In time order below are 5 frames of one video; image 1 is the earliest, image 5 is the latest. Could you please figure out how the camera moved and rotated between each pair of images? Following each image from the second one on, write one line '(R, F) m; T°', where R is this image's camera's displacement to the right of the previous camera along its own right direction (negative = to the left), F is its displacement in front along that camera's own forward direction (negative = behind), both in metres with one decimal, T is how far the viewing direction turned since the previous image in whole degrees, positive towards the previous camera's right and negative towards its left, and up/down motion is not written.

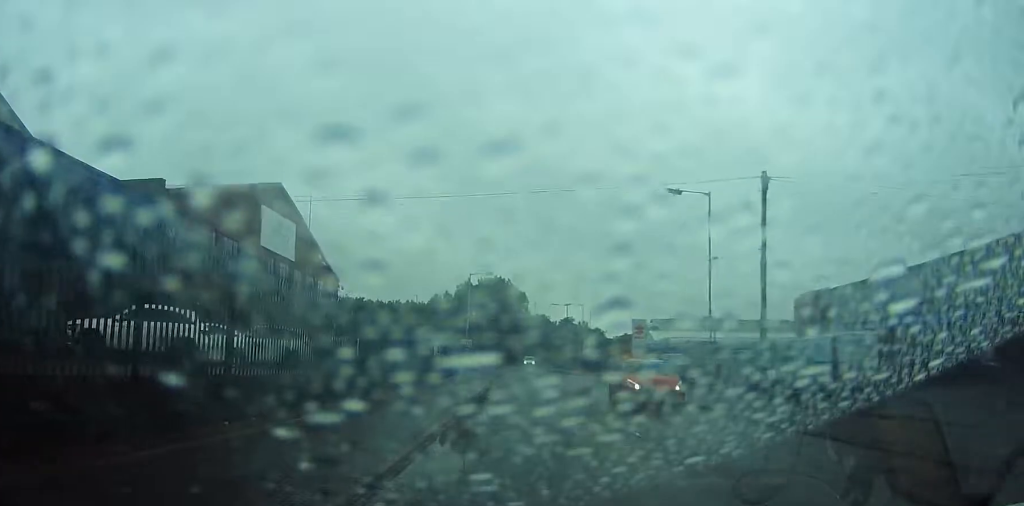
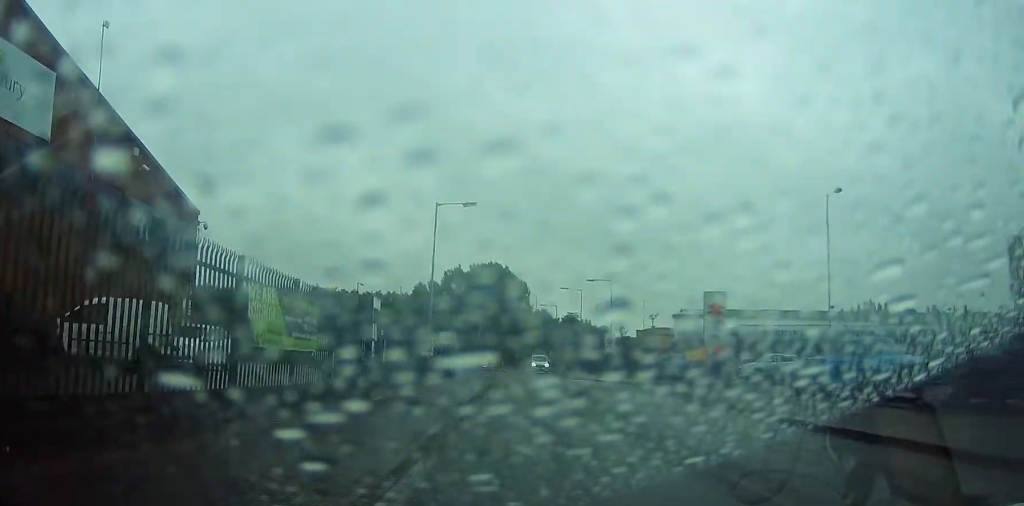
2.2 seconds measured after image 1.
(+0.1, +24.5) m; 0°
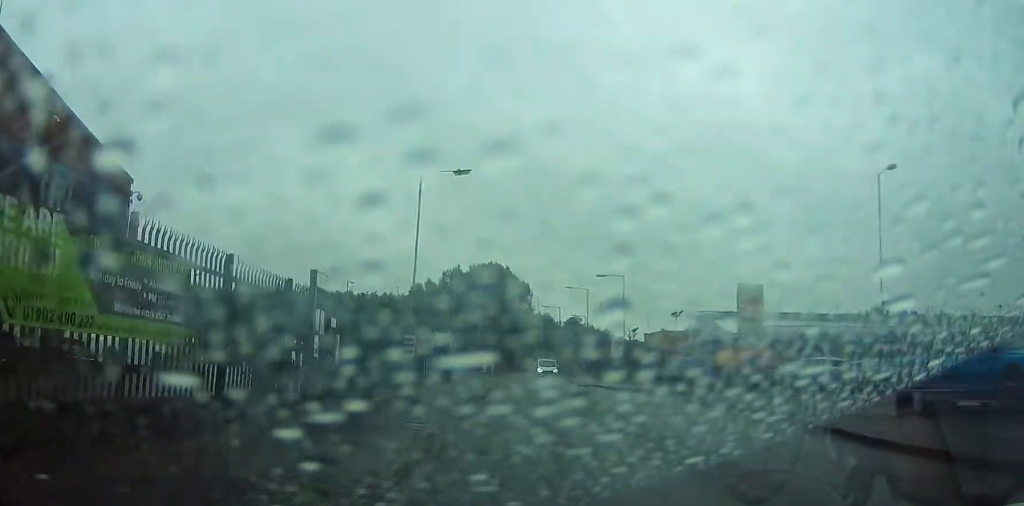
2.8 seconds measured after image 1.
(+0.1, +6.0) m; 0°
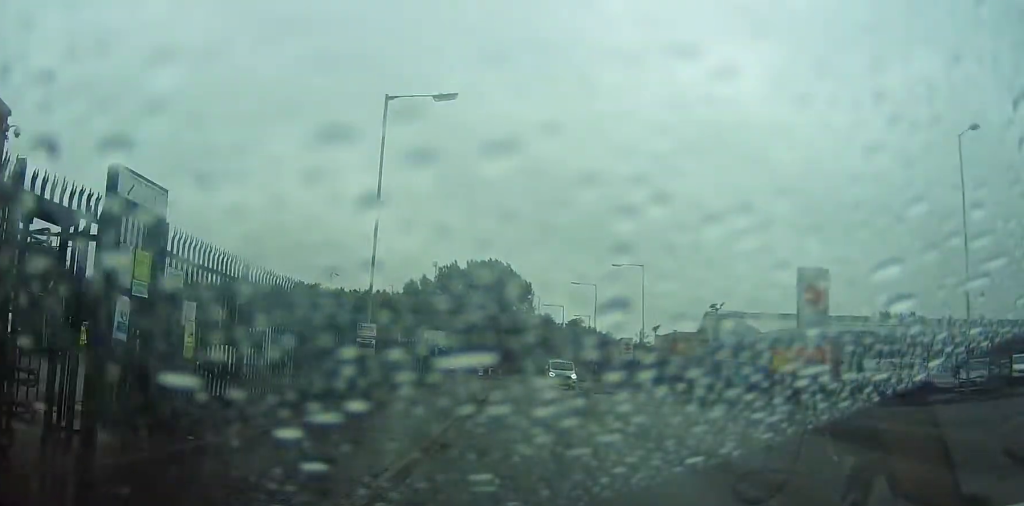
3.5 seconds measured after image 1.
(-0.1, +7.4) m; 0°
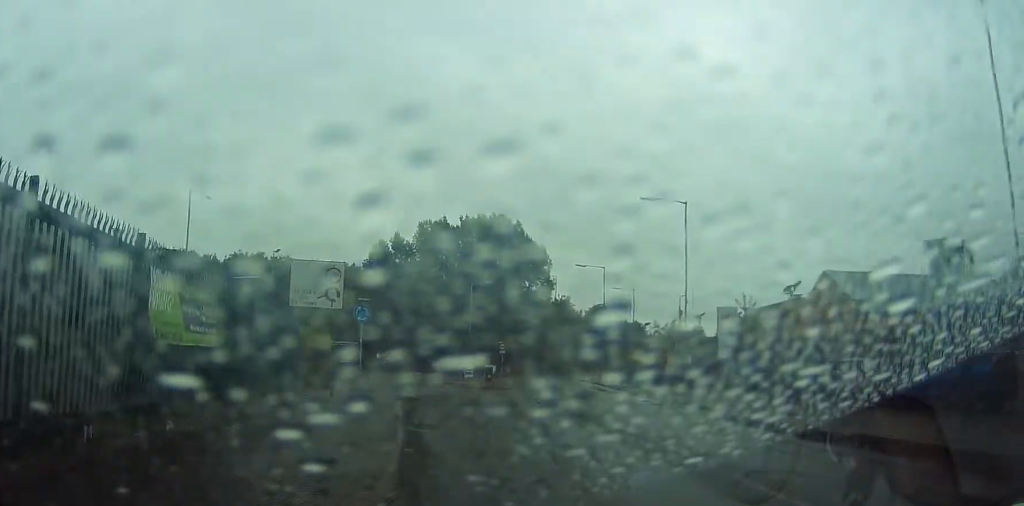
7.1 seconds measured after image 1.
(-0.1, +34.2) m; -3°
